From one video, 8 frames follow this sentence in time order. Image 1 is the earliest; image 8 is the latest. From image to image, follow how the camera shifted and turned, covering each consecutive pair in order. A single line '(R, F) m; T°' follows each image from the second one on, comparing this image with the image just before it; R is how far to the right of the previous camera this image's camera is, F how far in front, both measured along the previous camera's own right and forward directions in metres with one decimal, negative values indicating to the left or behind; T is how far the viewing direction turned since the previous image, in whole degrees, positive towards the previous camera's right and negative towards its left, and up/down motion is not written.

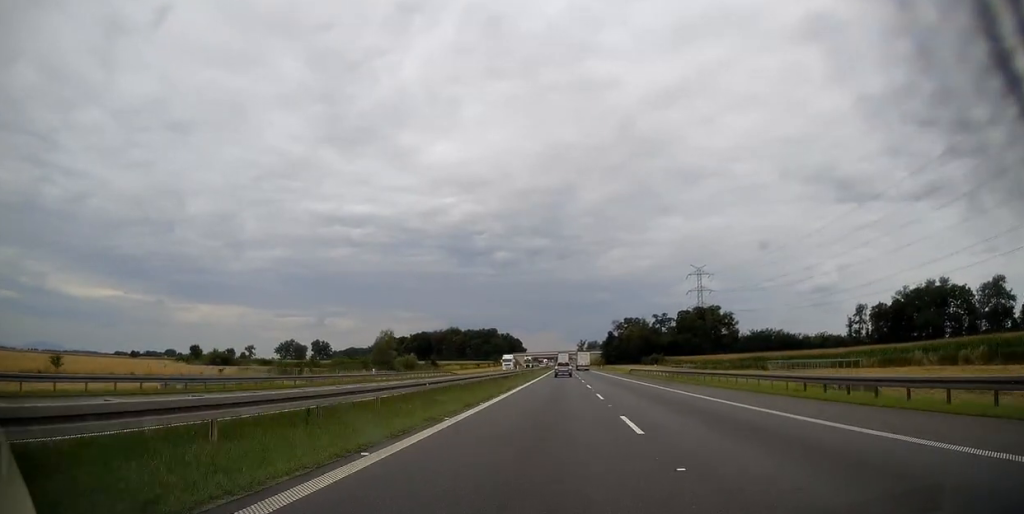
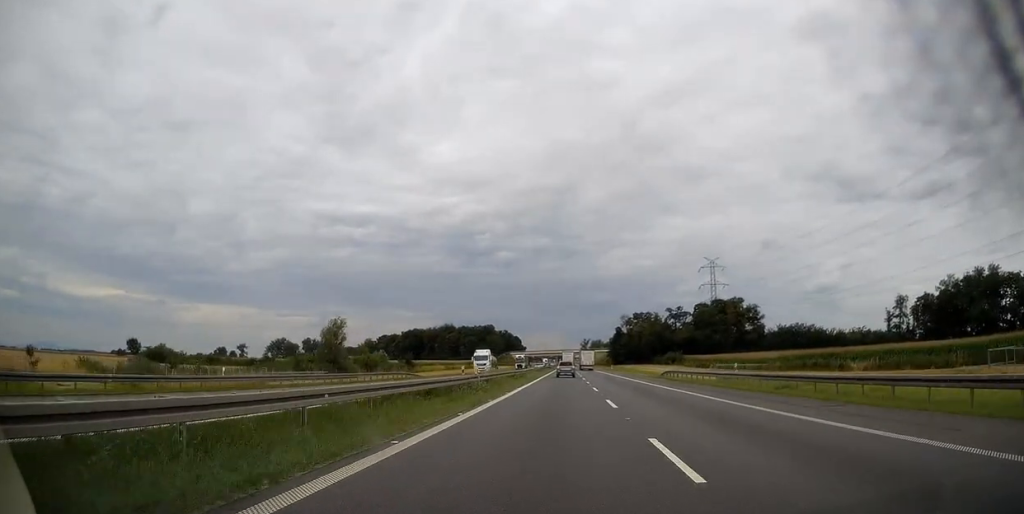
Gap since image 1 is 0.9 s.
(+0.1, +28.6) m; 0°
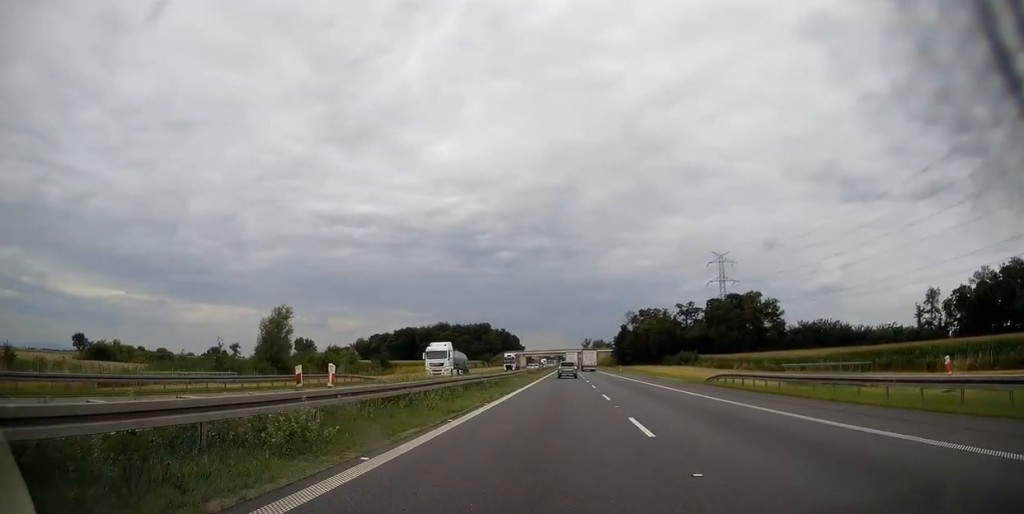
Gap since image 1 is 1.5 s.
(+0.1, +19.7) m; 0°
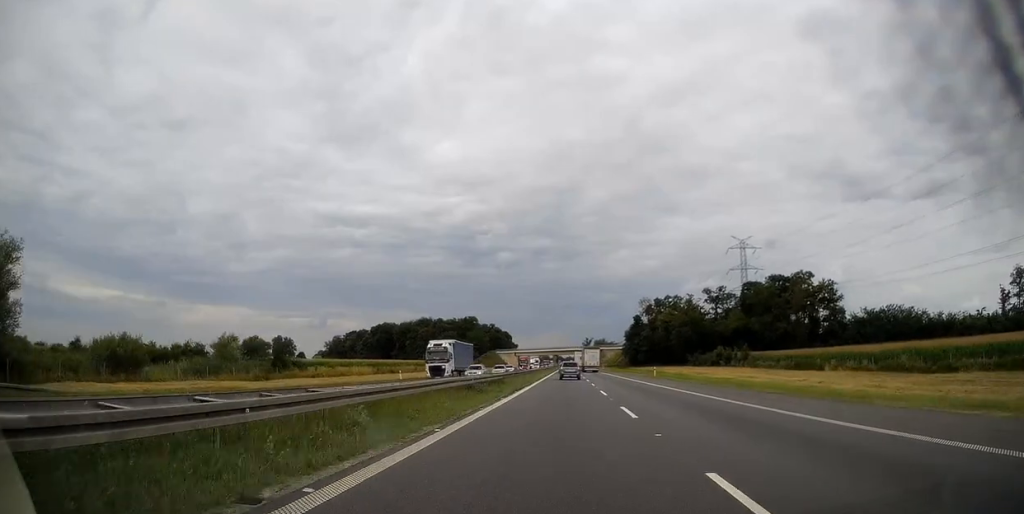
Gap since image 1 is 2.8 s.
(-0.4, +43.8) m; 0°
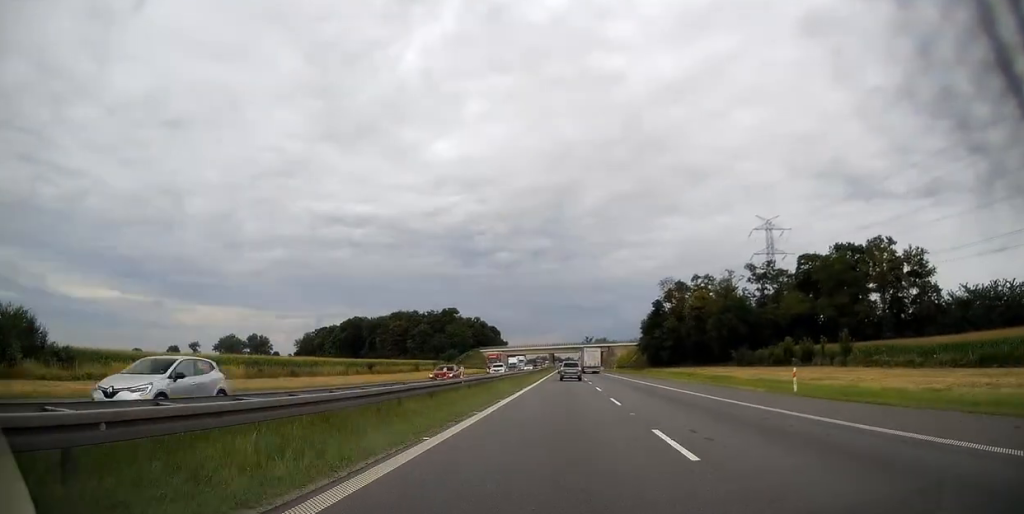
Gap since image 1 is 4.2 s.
(0.0, +43.0) m; 0°
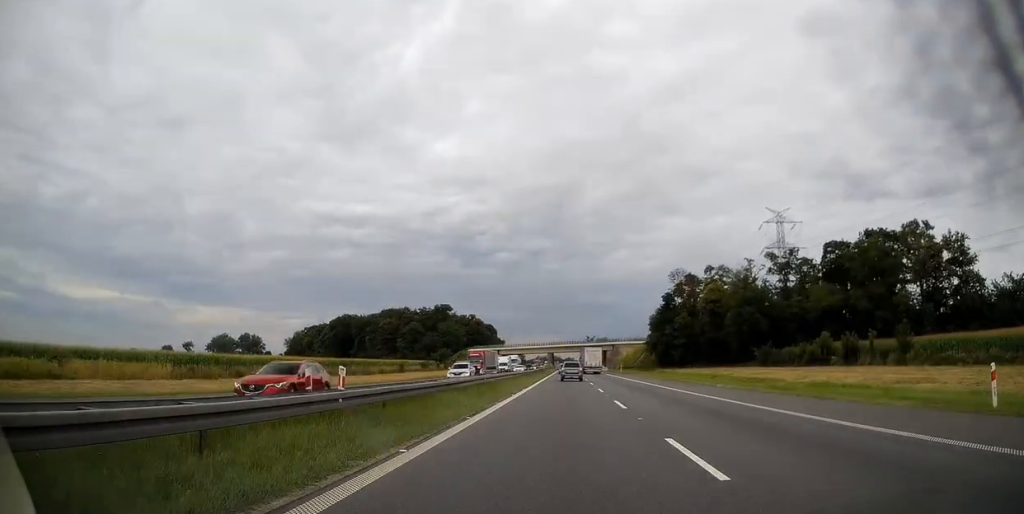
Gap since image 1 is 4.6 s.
(0.0, +13.5) m; 0°
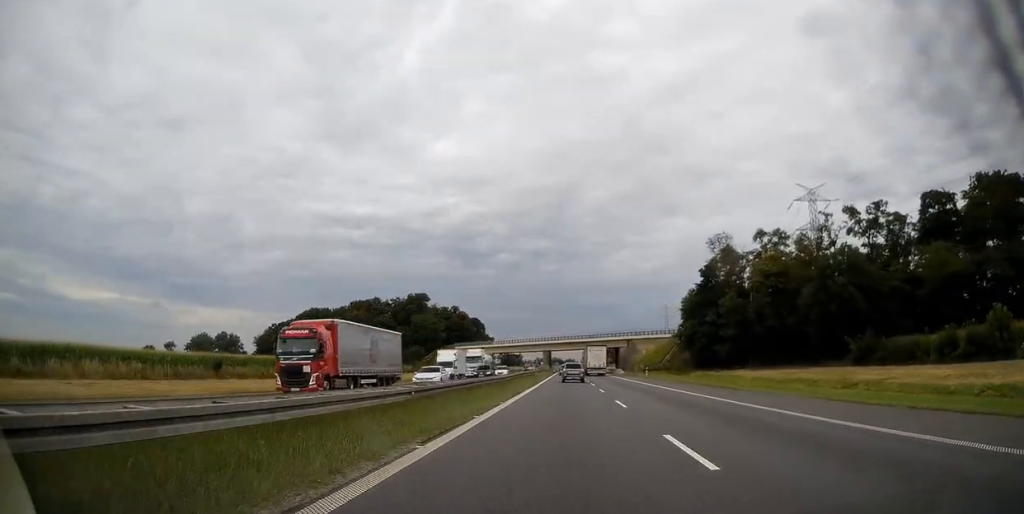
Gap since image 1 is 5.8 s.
(+0.1, +35.2) m; 0°
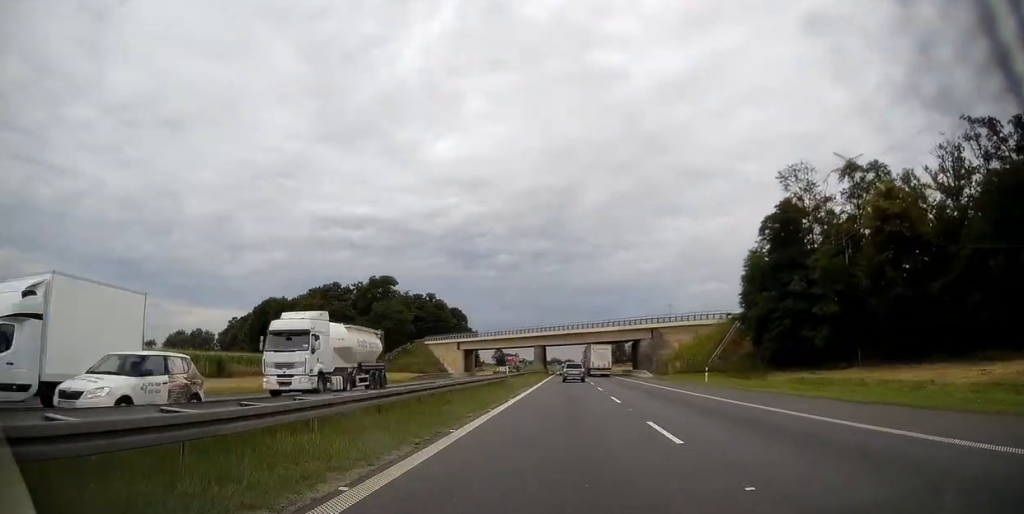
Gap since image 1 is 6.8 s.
(0.0, +32.1) m; 0°
